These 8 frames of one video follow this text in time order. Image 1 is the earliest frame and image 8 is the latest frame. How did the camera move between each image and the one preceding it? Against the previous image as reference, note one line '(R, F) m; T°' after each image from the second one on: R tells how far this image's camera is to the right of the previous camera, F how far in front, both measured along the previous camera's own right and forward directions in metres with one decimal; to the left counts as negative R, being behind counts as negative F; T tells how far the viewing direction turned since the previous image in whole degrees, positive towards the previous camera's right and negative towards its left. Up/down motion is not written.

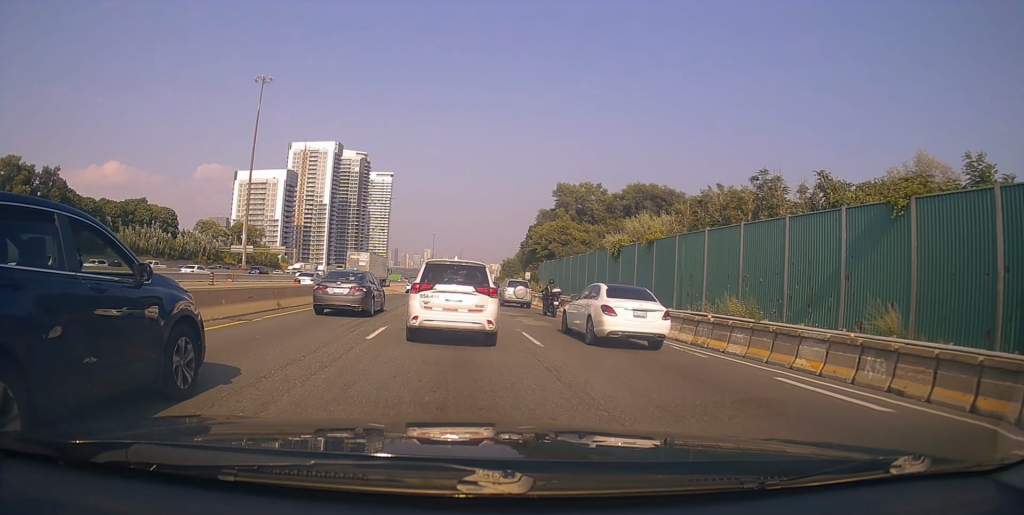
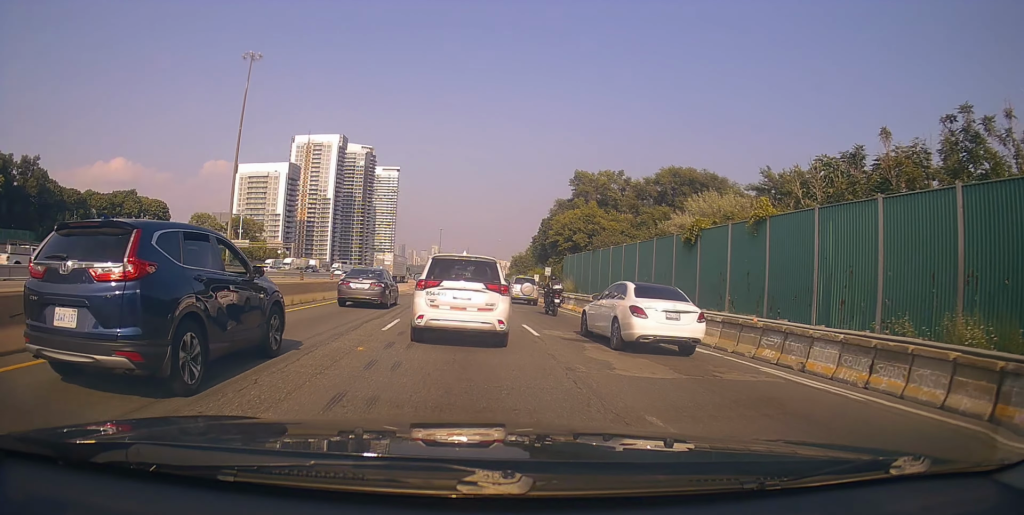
(+0.1, +9.9) m; -2°
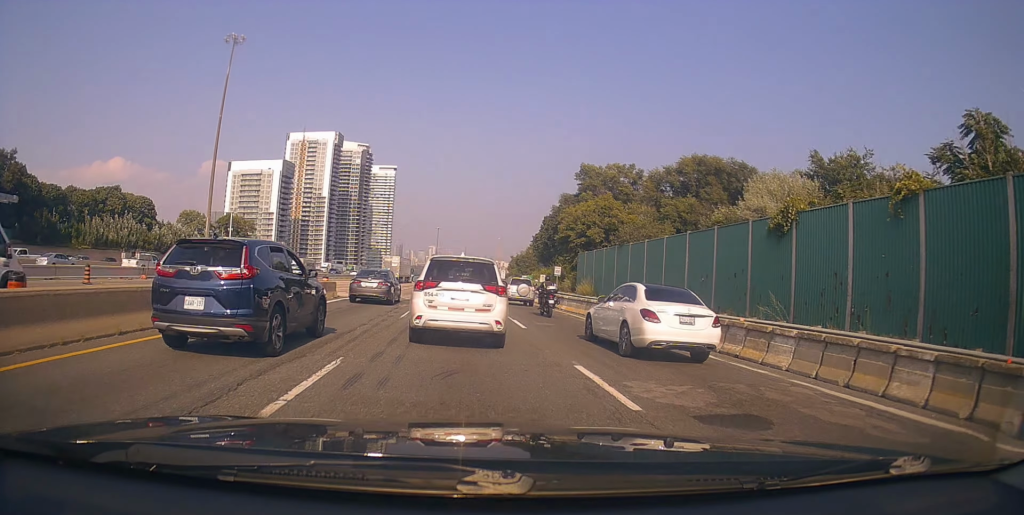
(-0.4, +7.9) m; -3°
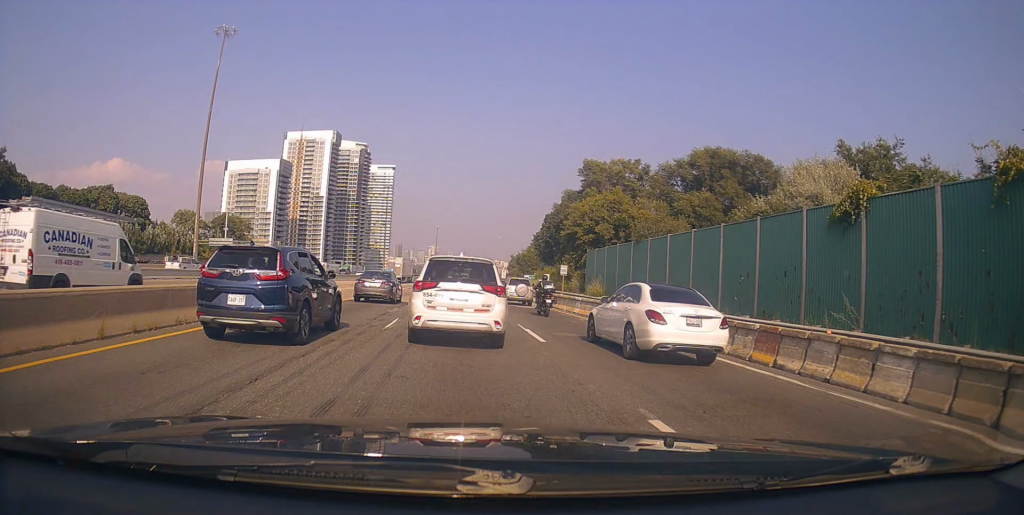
(-0.1, +3.7) m; 0°
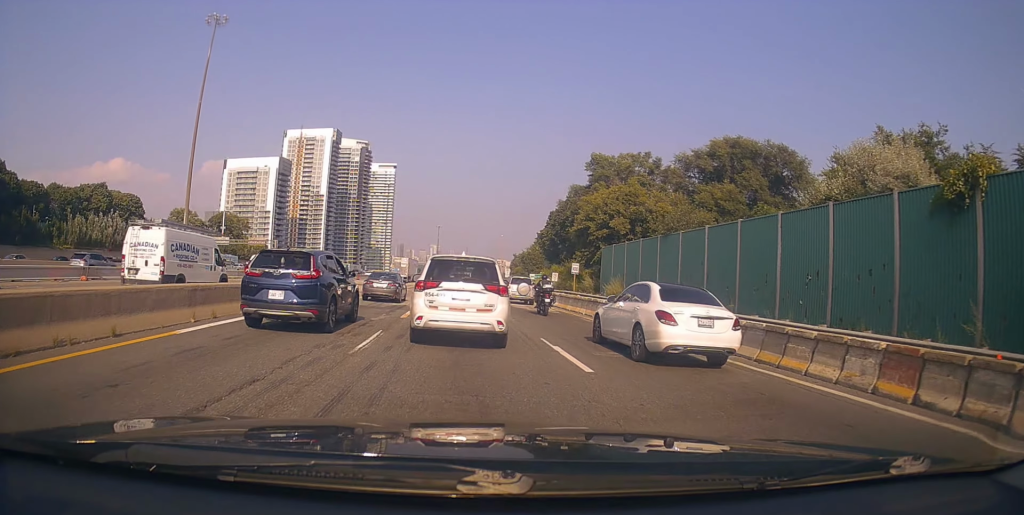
(+0.3, +4.3) m; +3°
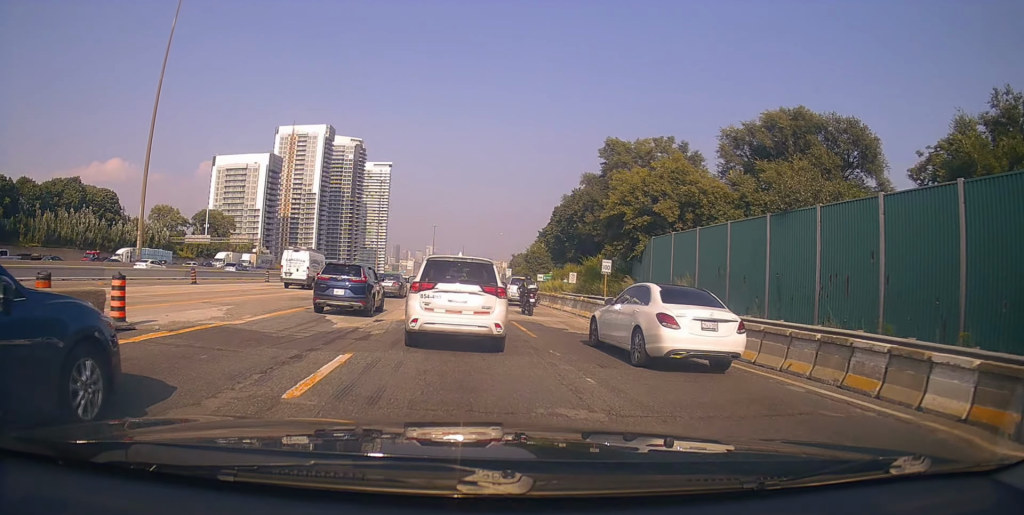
(-0.4, +11.7) m; -4°
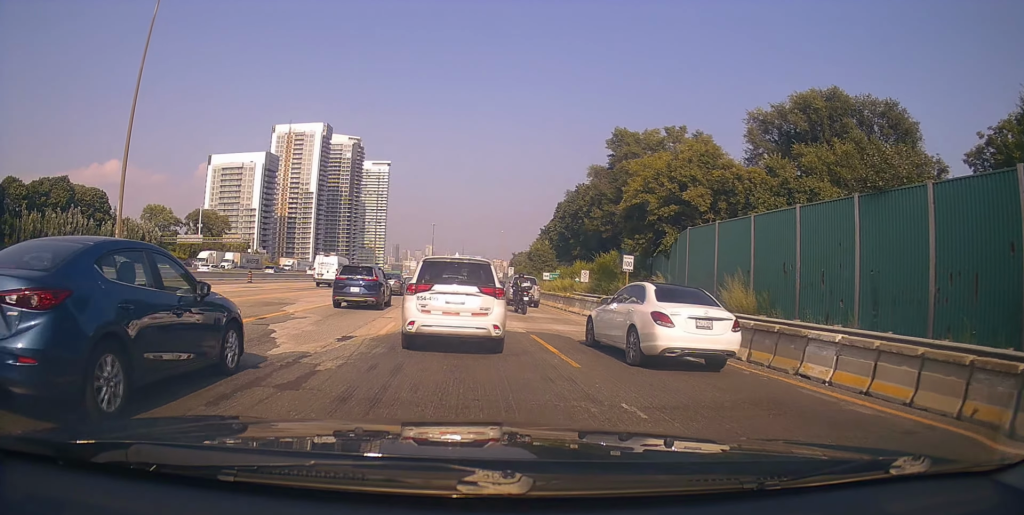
(0.0, +5.1) m; +1°
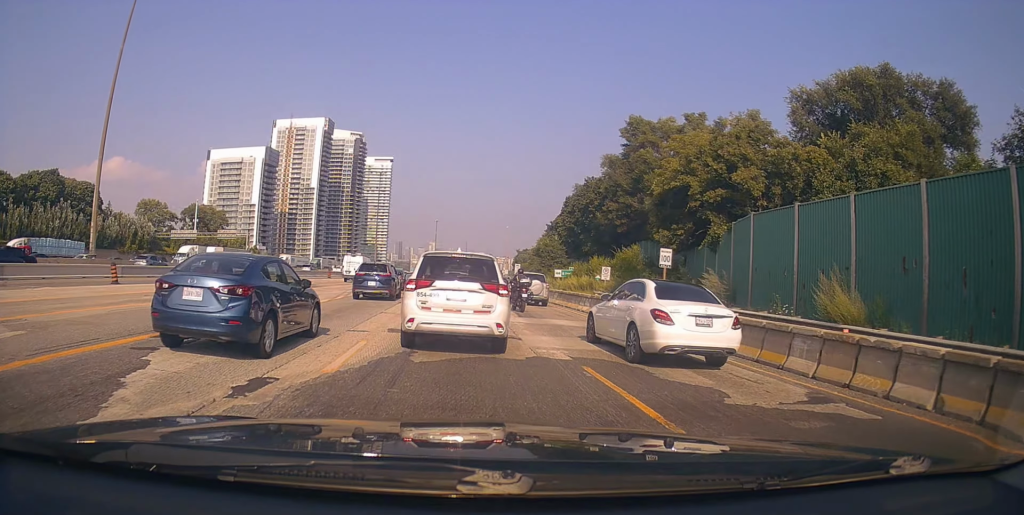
(+0.3, +5.7) m; +2°
